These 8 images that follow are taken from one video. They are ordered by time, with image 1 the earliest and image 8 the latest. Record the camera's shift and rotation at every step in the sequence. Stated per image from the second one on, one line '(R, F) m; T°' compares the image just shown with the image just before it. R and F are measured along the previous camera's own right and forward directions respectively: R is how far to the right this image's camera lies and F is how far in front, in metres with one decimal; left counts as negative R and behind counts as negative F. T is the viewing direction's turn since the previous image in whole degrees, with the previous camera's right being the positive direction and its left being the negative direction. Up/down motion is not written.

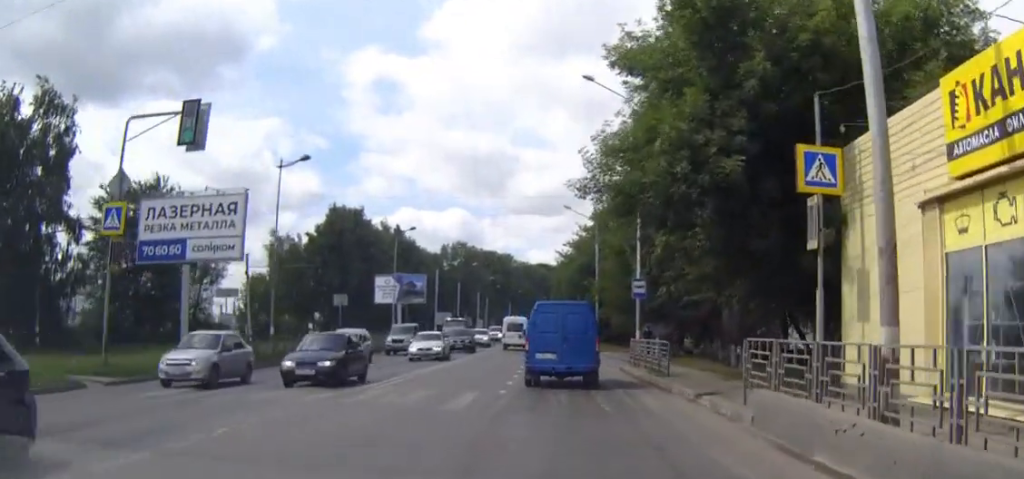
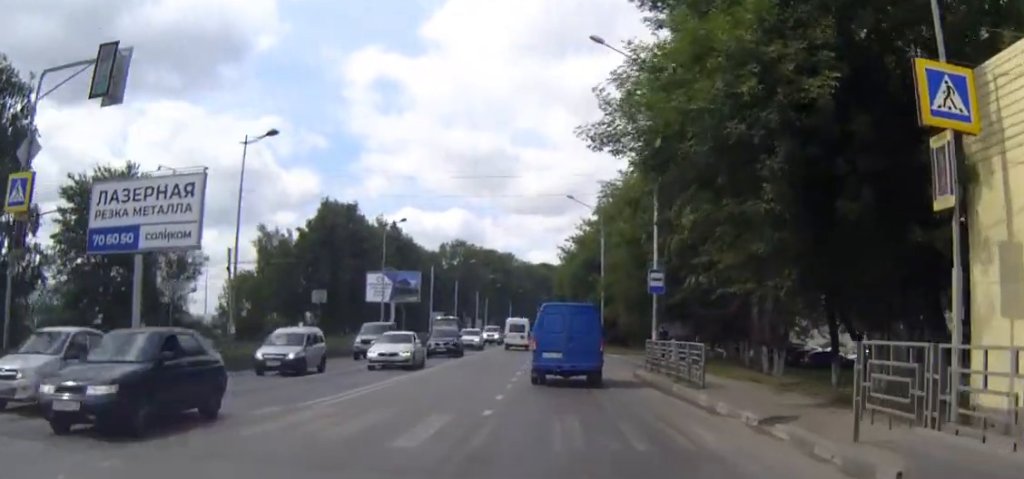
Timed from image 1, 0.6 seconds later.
(0.0, +5.0) m; 0°
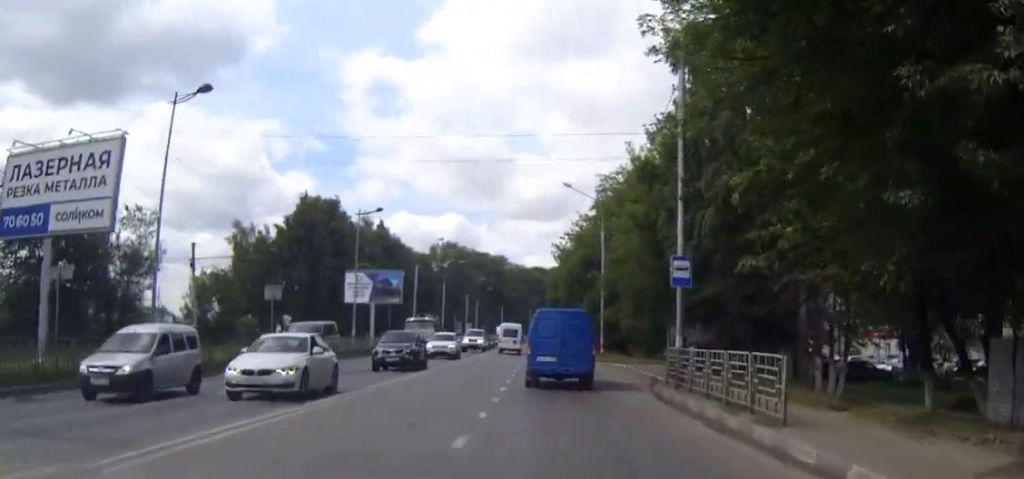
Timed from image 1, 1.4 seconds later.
(-0.1, +7.1) m; -1°
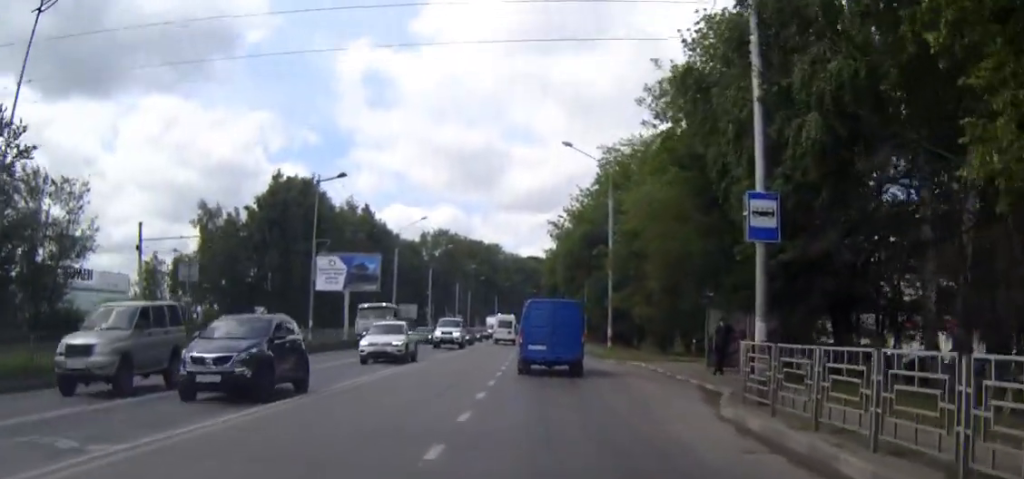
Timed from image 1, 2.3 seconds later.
(-0.1, +9.5) m; 0°
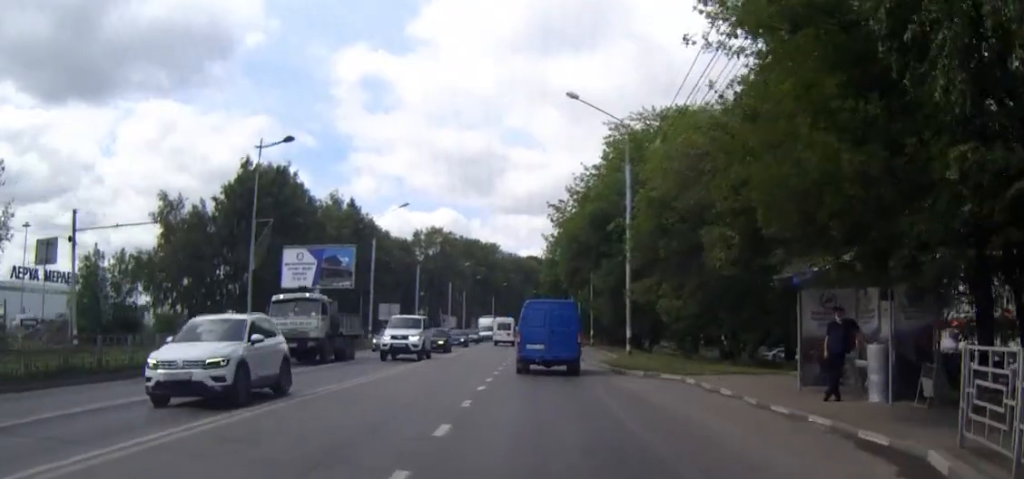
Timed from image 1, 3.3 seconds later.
(+0.1, +9.9) m; +1°
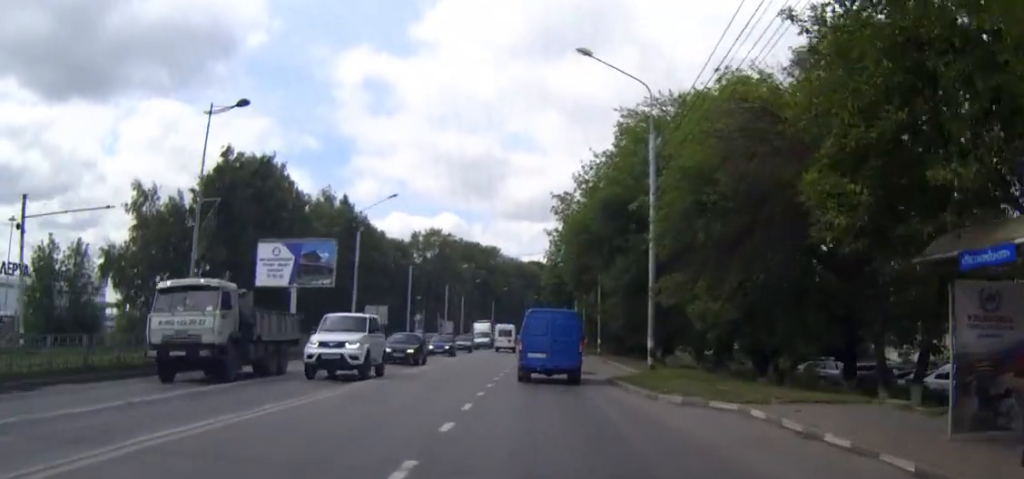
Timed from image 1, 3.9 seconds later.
(0.0, +6.6) m; 0°
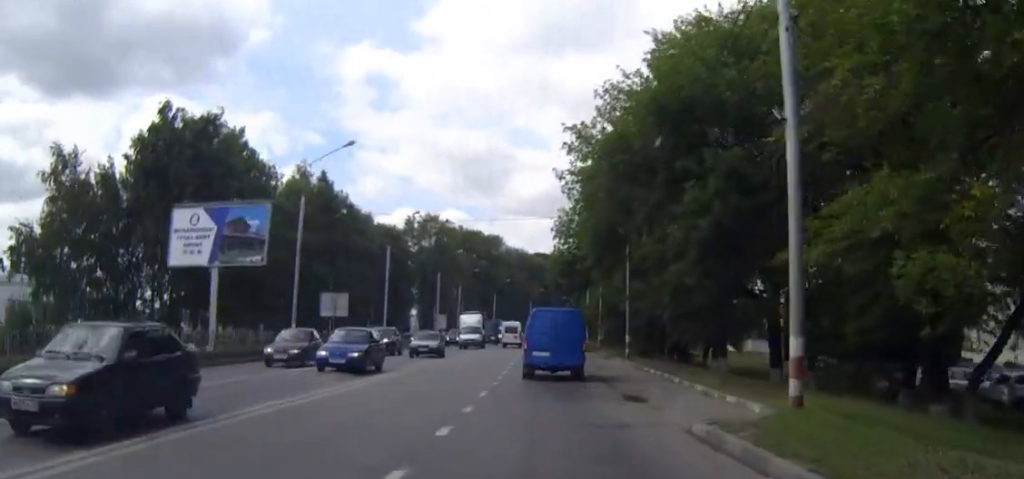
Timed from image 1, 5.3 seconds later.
(-0.1, +16.1) m; 0°
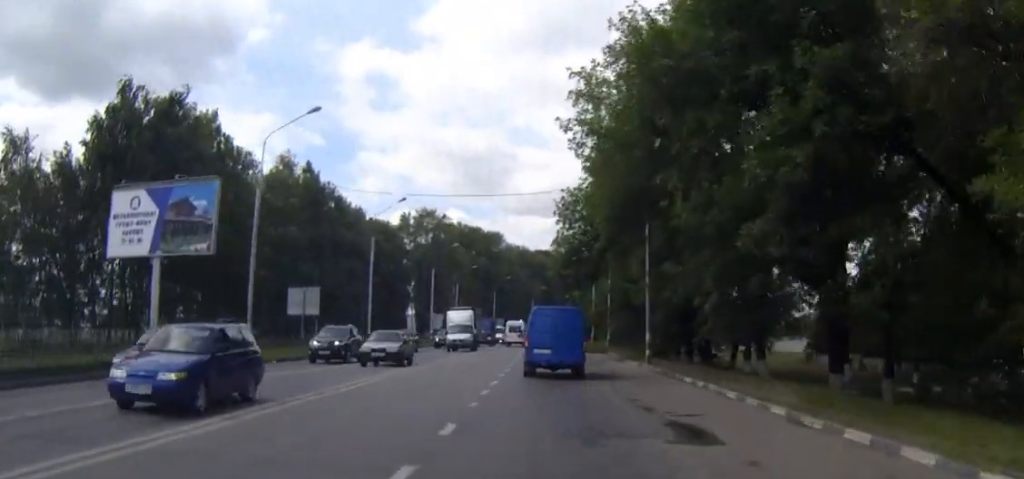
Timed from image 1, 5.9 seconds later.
(0.0, +7.5) m; 0°
